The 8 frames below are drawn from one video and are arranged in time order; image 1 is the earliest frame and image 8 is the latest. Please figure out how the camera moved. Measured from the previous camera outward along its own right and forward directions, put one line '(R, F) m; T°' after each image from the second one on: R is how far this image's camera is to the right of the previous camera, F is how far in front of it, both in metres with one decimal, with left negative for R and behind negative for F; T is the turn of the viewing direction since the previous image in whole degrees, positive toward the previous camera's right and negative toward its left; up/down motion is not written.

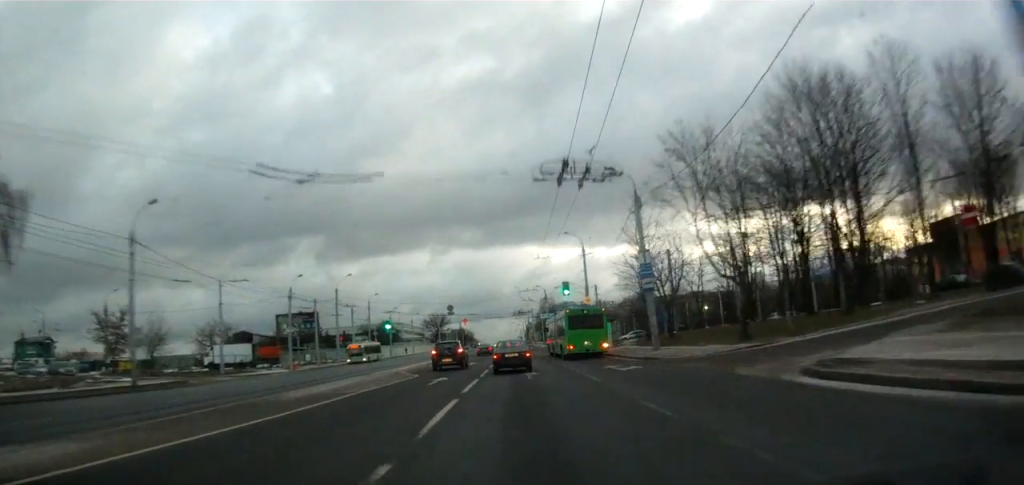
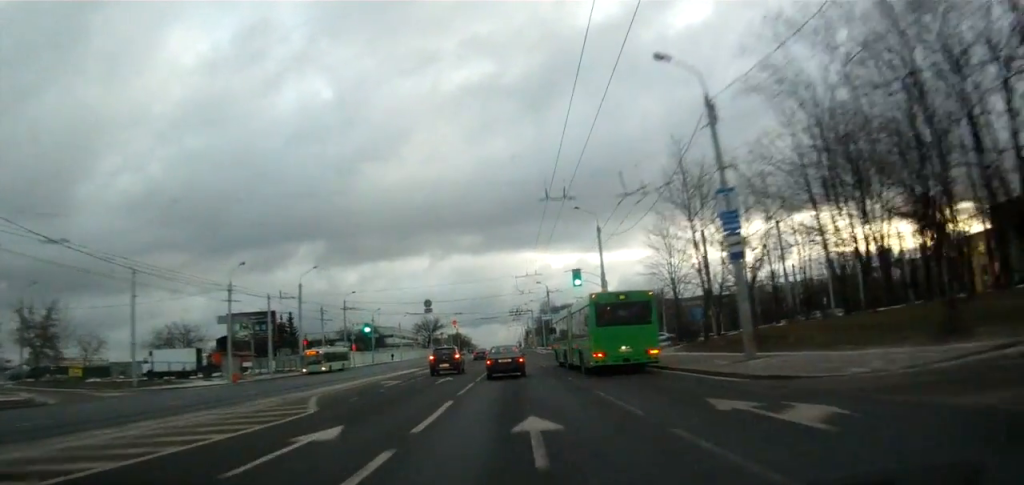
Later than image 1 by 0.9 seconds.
(+0.2, +14.2) m; -1°
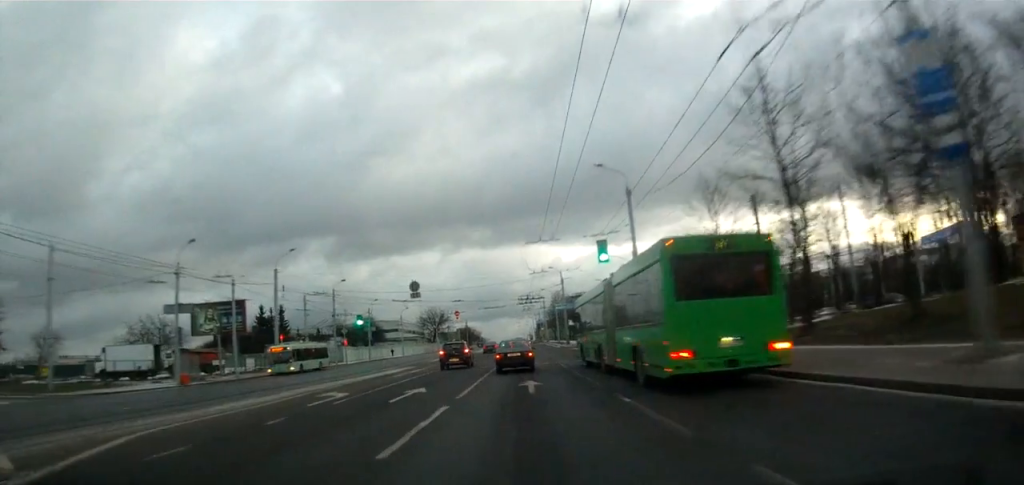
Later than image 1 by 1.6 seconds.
(-0.3, +11.0) m; -1°
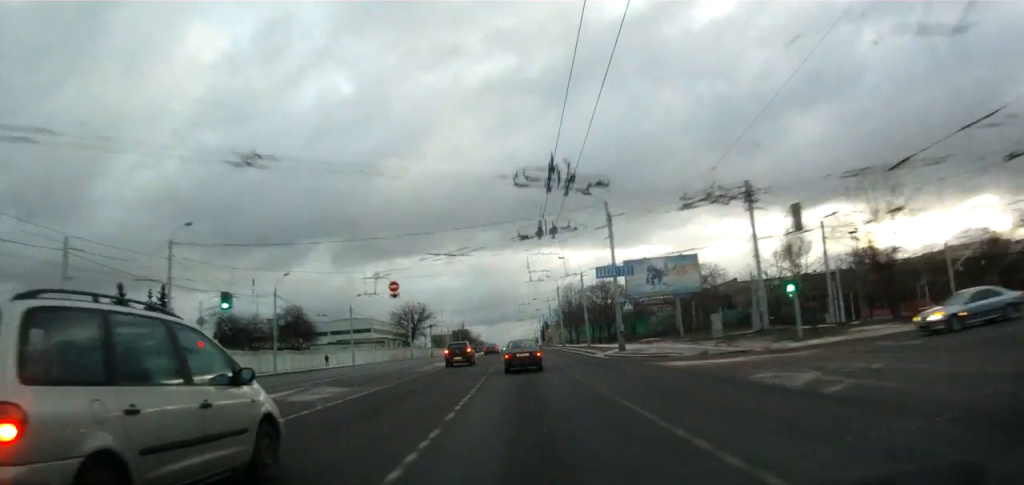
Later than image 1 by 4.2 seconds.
(-0.2, +43.1) m; +1°
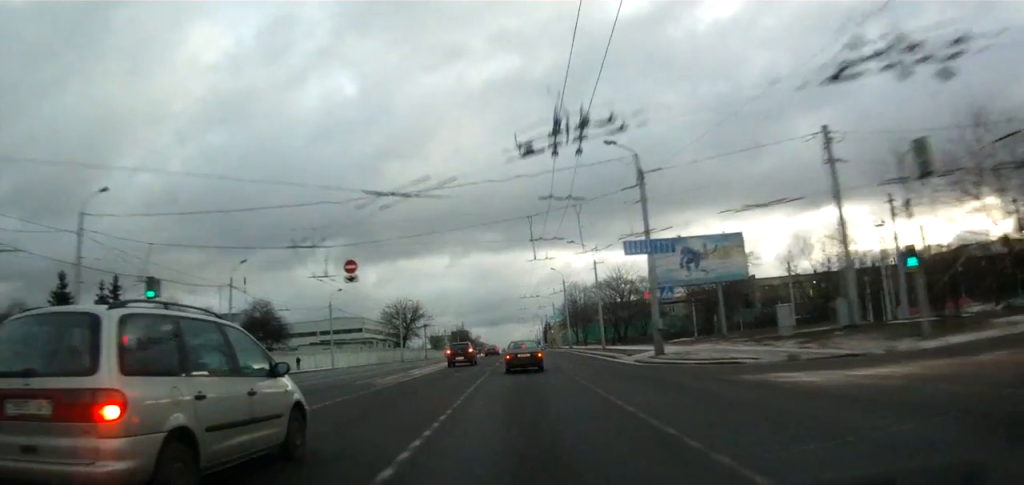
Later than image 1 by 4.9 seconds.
(0.0, +10.2) m; +1°
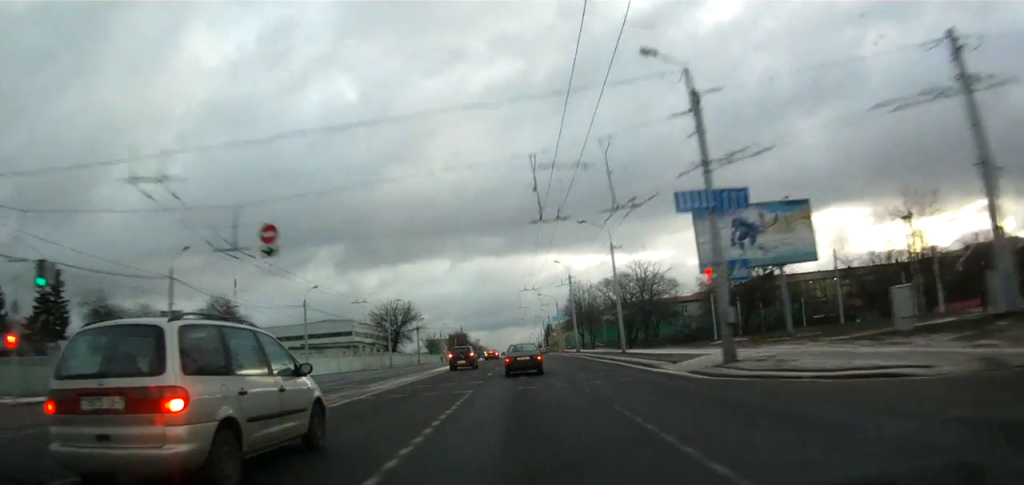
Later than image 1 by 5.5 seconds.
(+0.3, +10.2) m; 0°
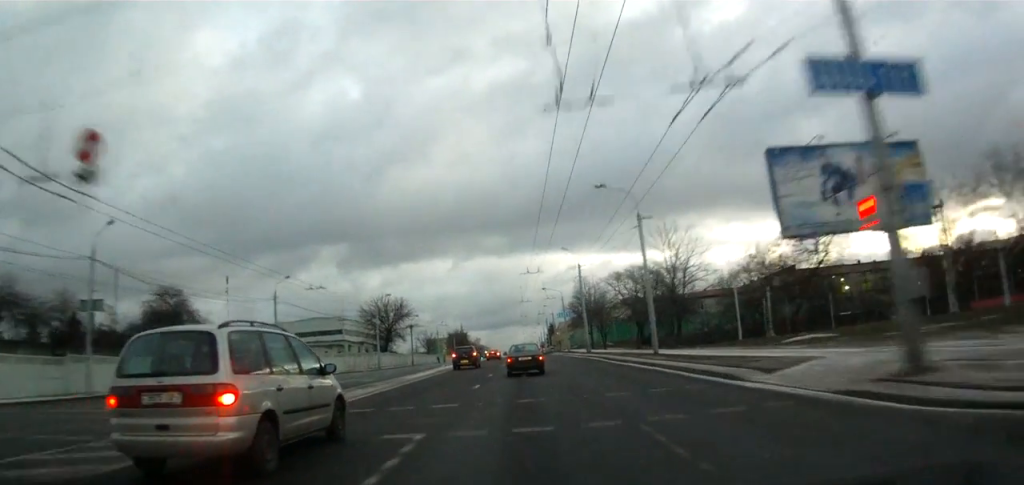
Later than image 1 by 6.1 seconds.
(-0.2, +9.6) m; -1°
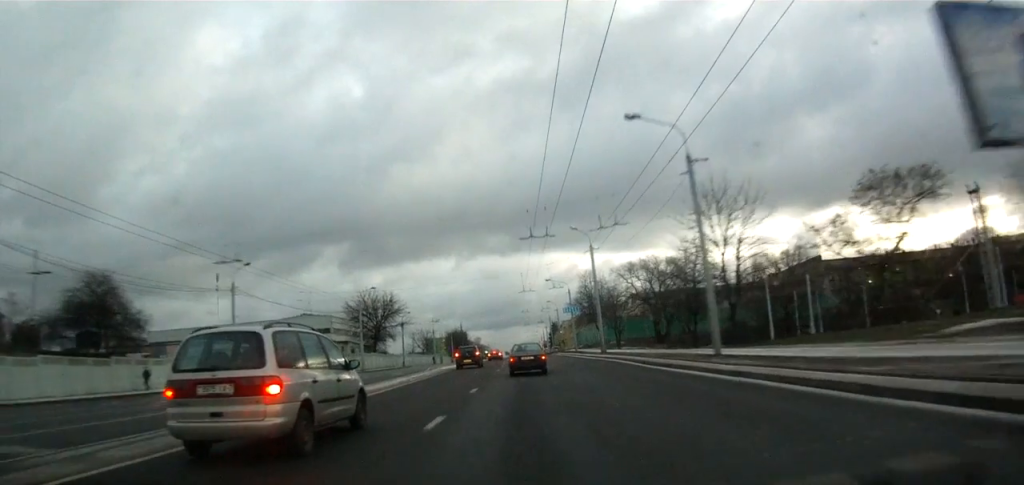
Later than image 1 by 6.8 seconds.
(-0.2, +10.2) m; -1°
